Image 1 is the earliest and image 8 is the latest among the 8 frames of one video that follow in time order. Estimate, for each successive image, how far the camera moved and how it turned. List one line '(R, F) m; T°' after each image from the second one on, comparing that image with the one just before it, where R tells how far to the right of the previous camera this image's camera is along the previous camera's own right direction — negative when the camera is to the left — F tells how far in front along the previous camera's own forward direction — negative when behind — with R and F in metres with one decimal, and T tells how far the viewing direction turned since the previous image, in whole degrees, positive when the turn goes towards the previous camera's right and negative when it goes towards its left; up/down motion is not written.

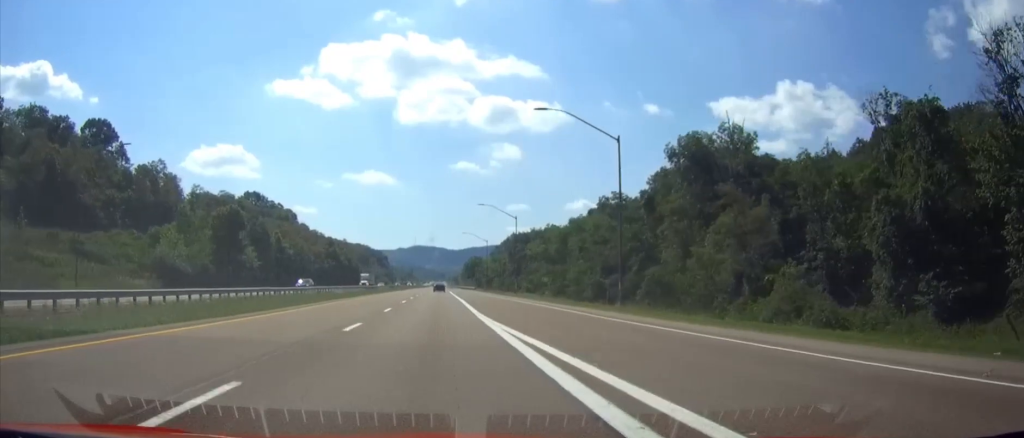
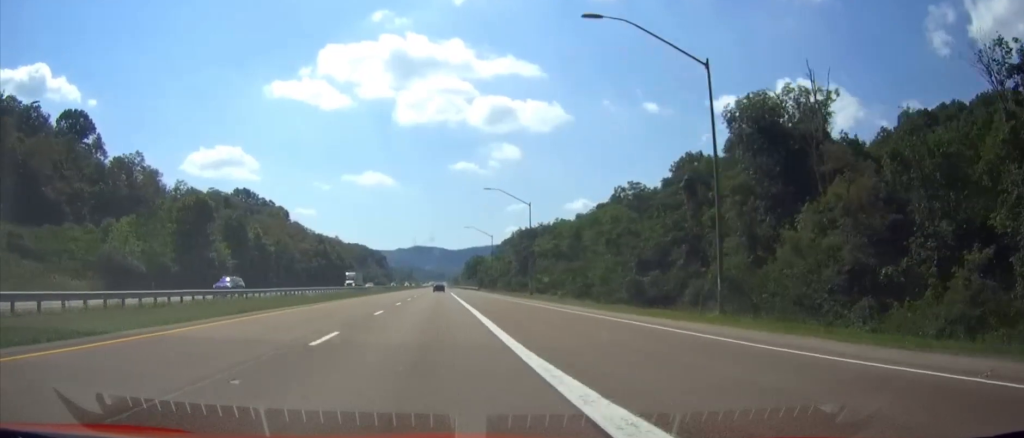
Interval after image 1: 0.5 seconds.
(+0.1, +16.3) m; 0°
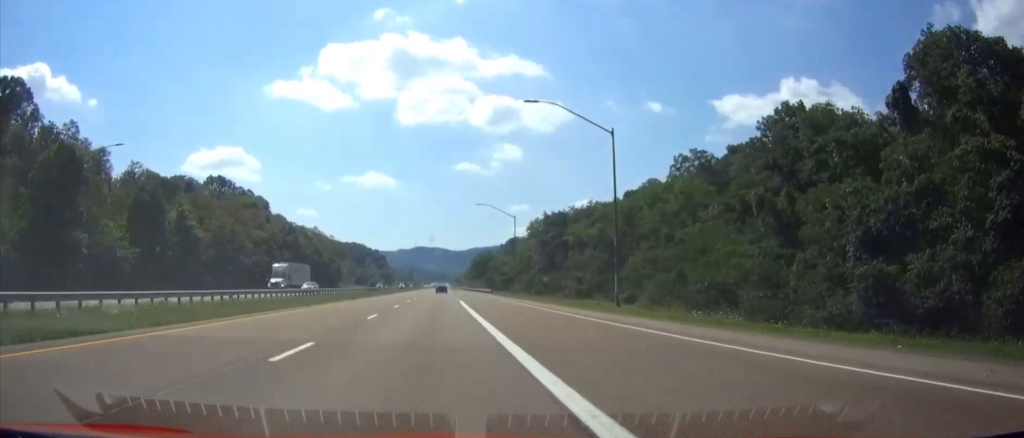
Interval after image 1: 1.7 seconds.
(-0.3, +40.3) m; -1°
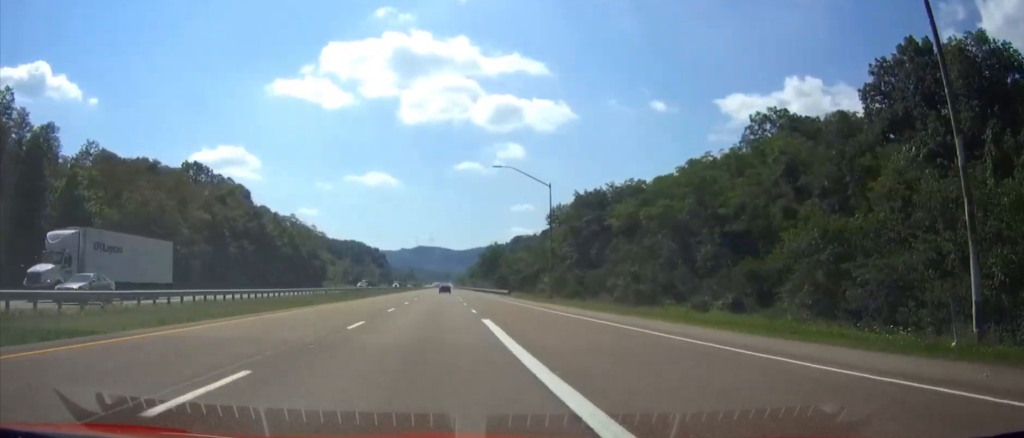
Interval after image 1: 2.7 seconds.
(-0.1, +30.5) m; 0°
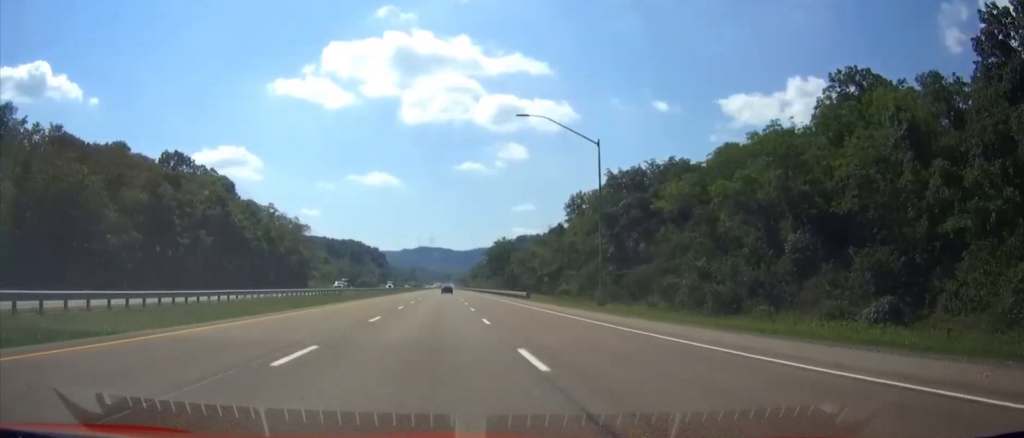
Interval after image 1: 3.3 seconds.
(0.0, +20.7) m; 0°
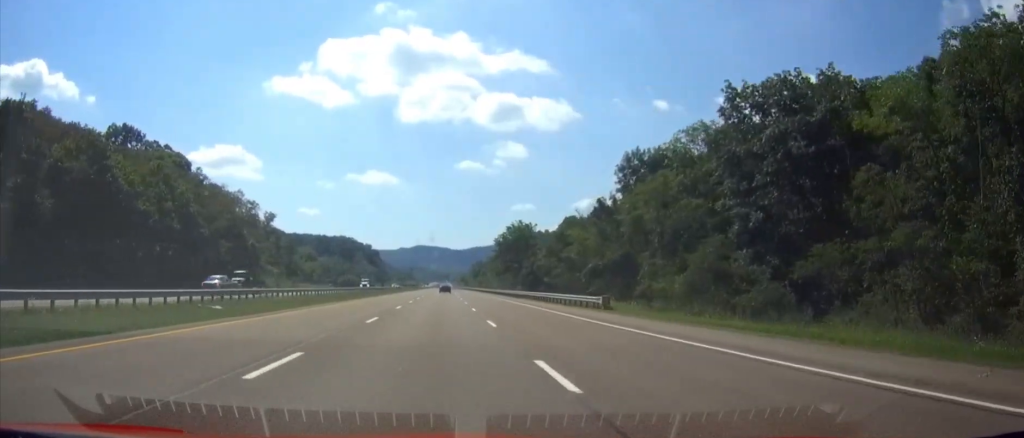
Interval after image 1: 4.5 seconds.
(+0.2, +39.2) m; 0°
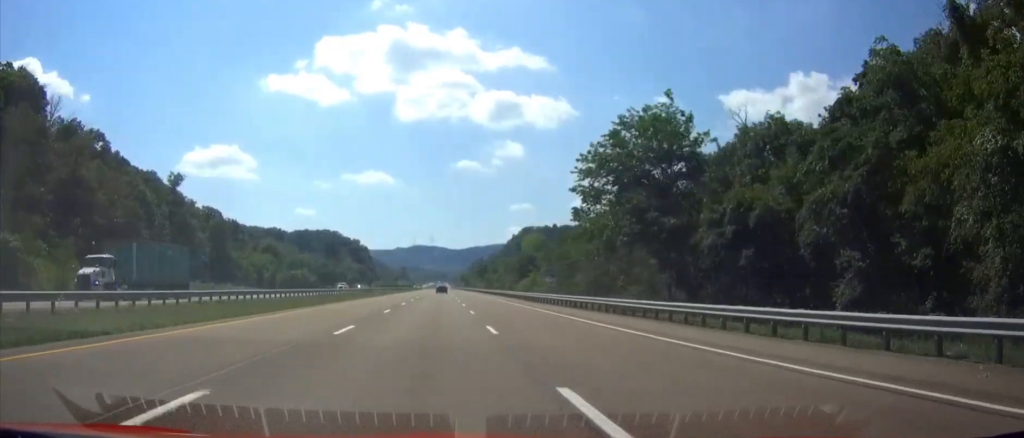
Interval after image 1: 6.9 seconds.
(+0.1, +79.4) m; 0°
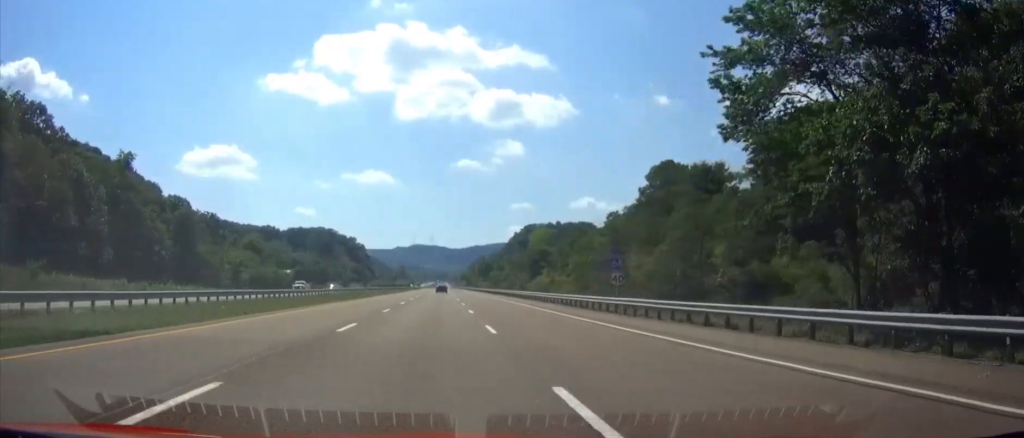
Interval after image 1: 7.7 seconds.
(0.0, +25.0) m; 0°
